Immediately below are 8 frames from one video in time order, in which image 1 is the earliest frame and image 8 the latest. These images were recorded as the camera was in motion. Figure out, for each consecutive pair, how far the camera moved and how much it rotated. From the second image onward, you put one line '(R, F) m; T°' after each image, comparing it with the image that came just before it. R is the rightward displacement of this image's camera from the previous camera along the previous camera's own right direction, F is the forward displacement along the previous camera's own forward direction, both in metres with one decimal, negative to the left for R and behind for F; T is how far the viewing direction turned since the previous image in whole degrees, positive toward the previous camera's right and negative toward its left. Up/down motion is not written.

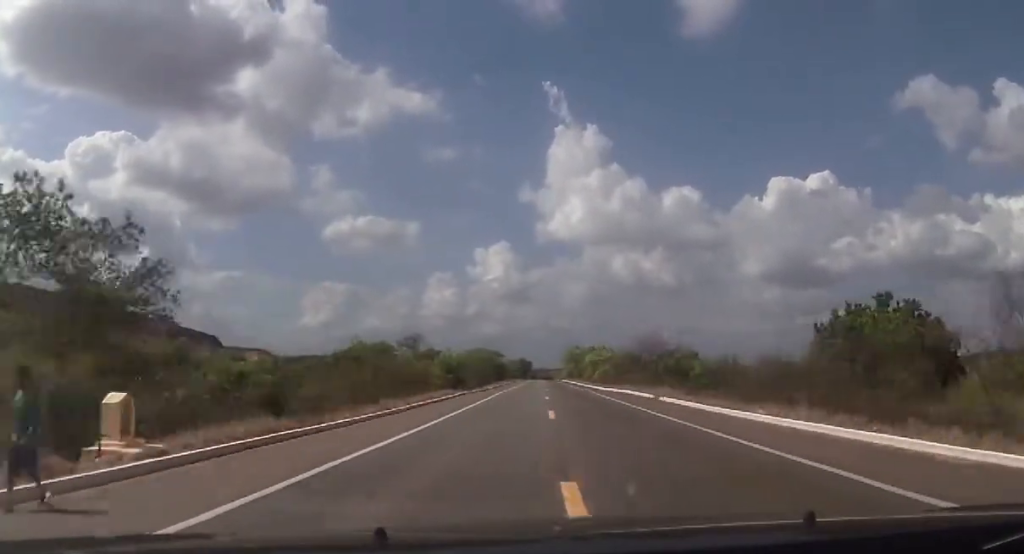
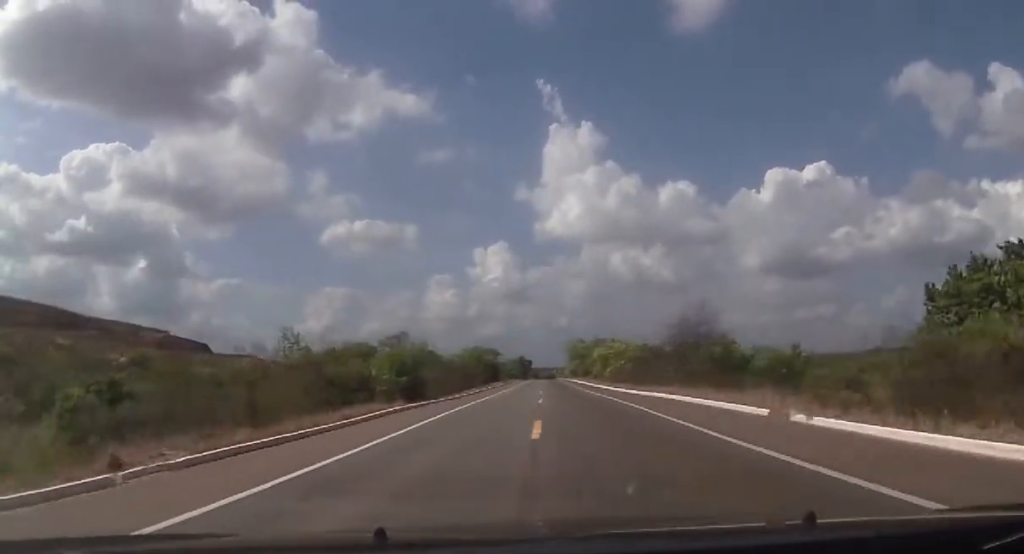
(-0.2, +22.5) m; 0°
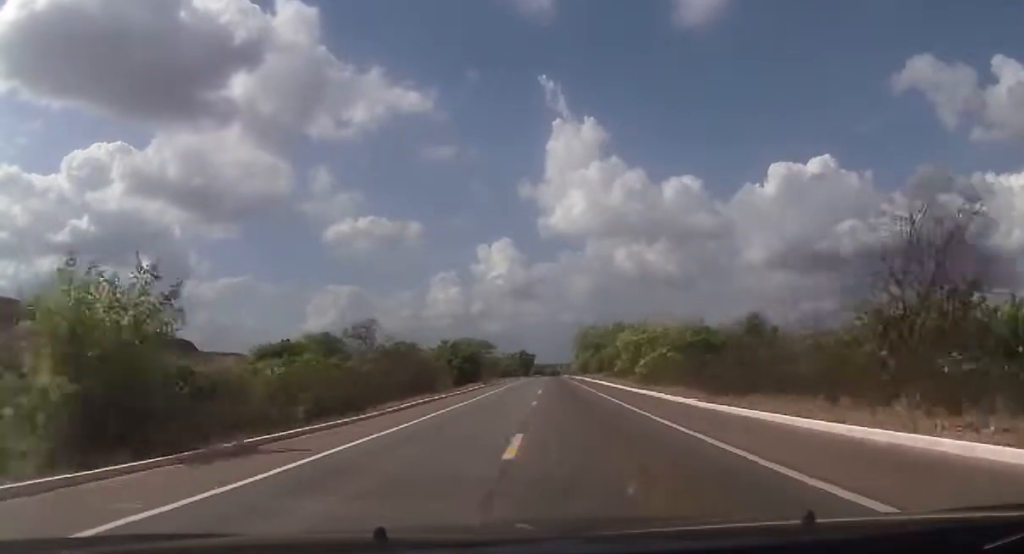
(0.0, +34.9) m; 0°
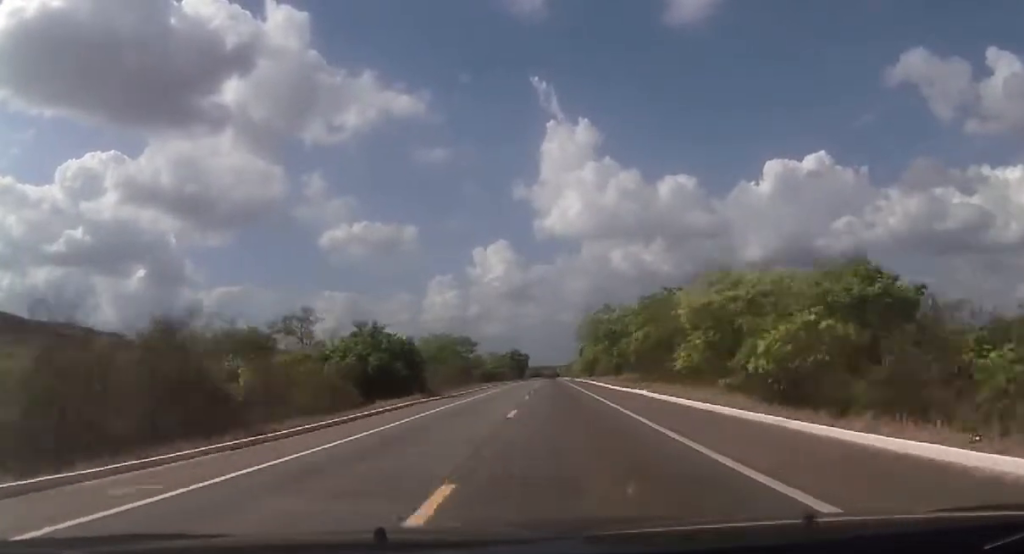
(0.0, +38.6) m; 0°
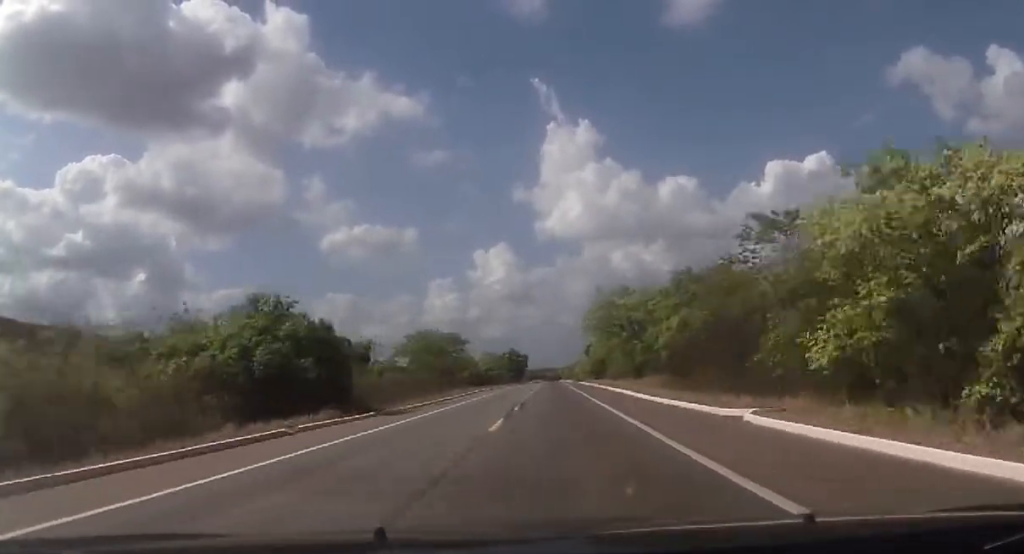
(-0.1, +19.4) m; 0°
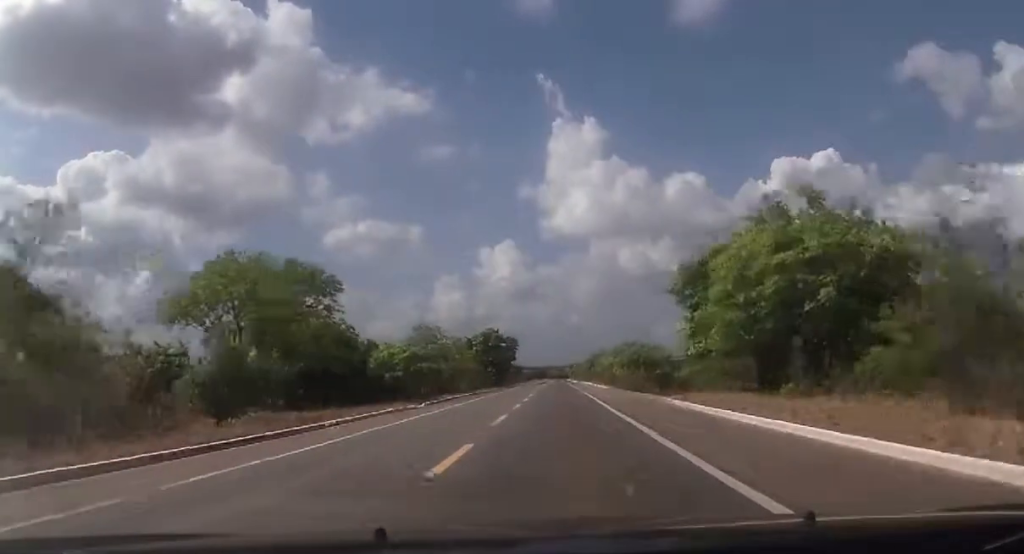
(+1.0, +84.8) m; 0°
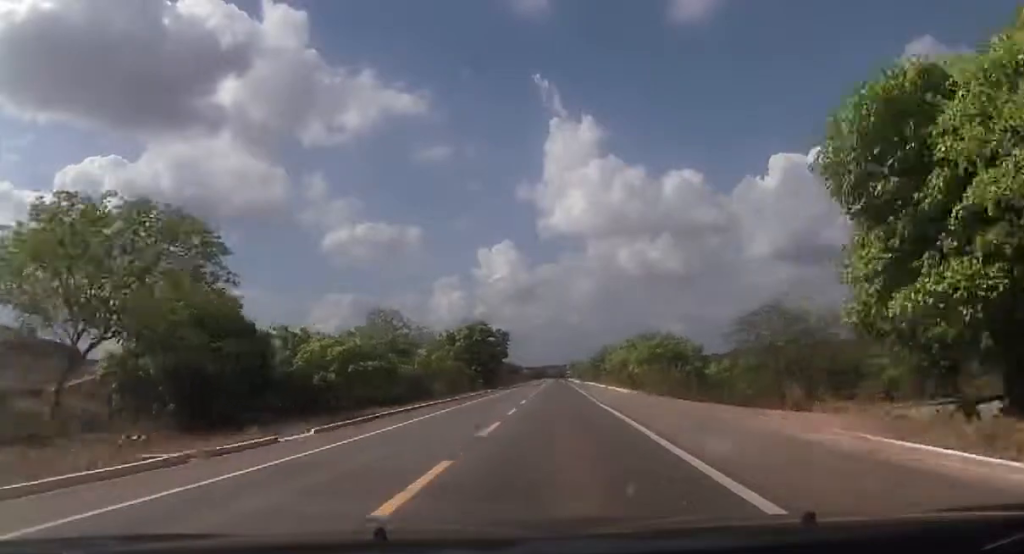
(-0.1, +19.6) m; -1°
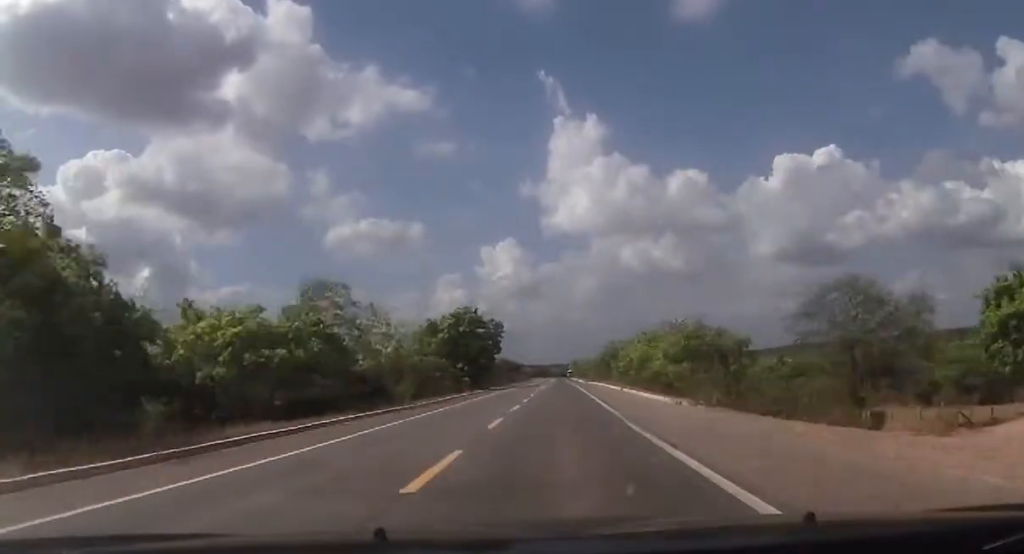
(-0.5, +16.1) m; 0°
